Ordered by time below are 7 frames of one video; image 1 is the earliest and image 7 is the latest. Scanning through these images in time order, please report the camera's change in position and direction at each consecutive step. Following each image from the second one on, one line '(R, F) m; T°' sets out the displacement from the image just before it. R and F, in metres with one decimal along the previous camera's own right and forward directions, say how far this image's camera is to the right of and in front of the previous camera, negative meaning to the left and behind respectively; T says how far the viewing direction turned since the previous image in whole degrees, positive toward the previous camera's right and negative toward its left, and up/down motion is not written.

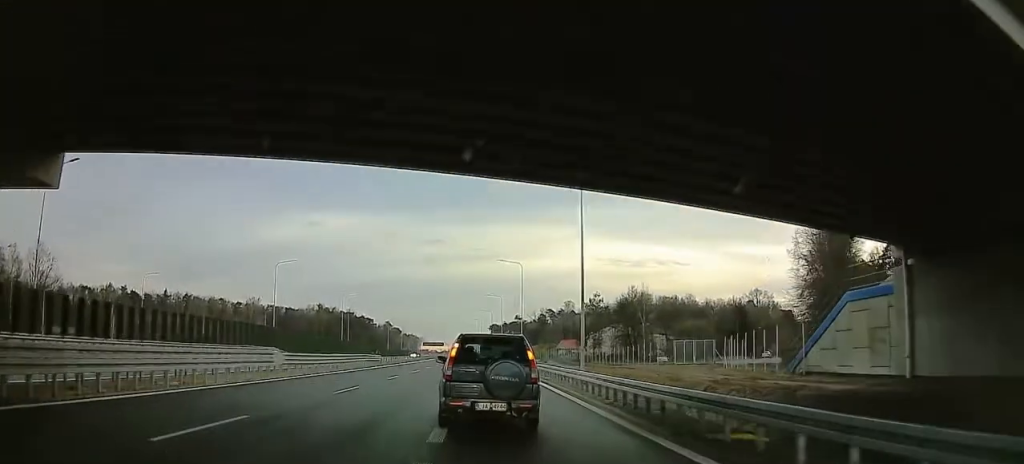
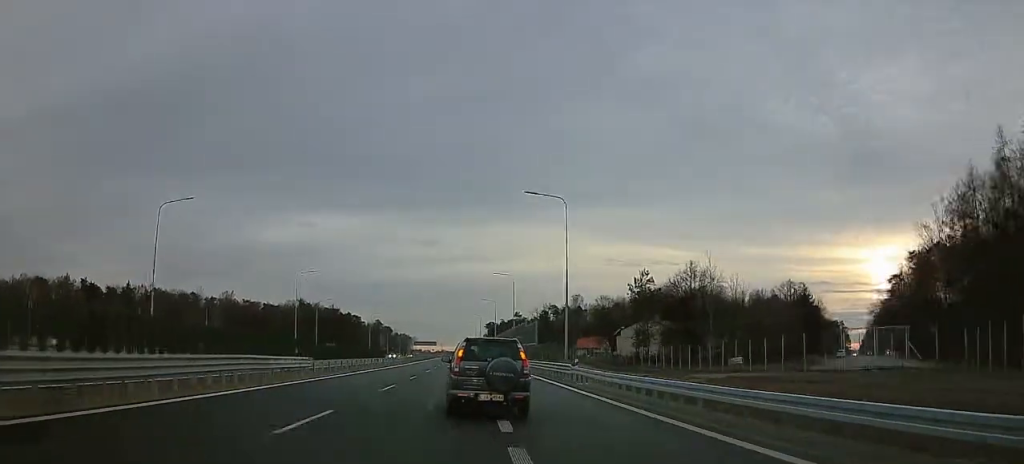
(-0.6, +34.8) m; -1°
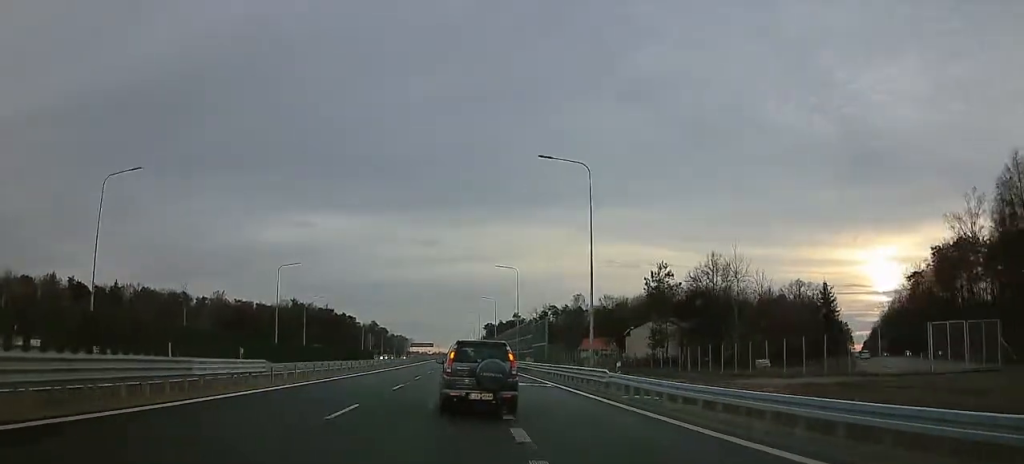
(0.0, +9.1) m; 0°
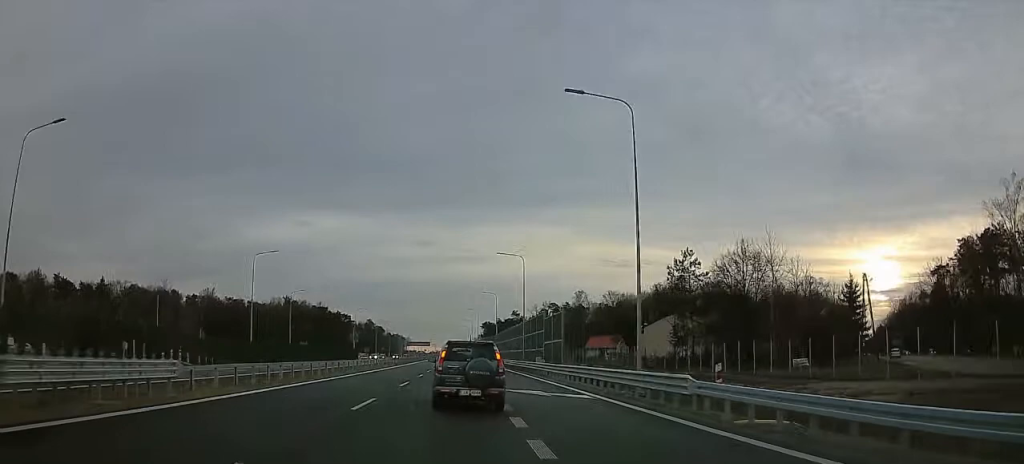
(0.0, +9.8) m; 0°
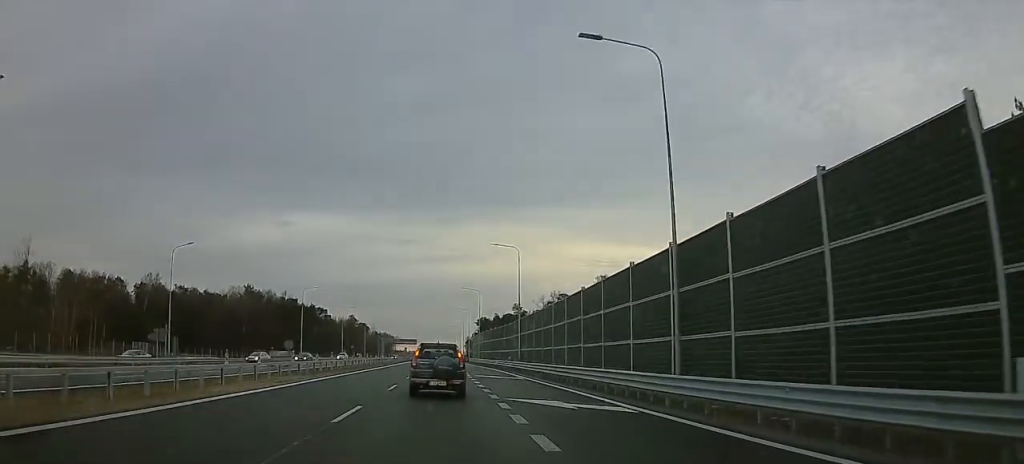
(+1.7, +50.5) m; +3°
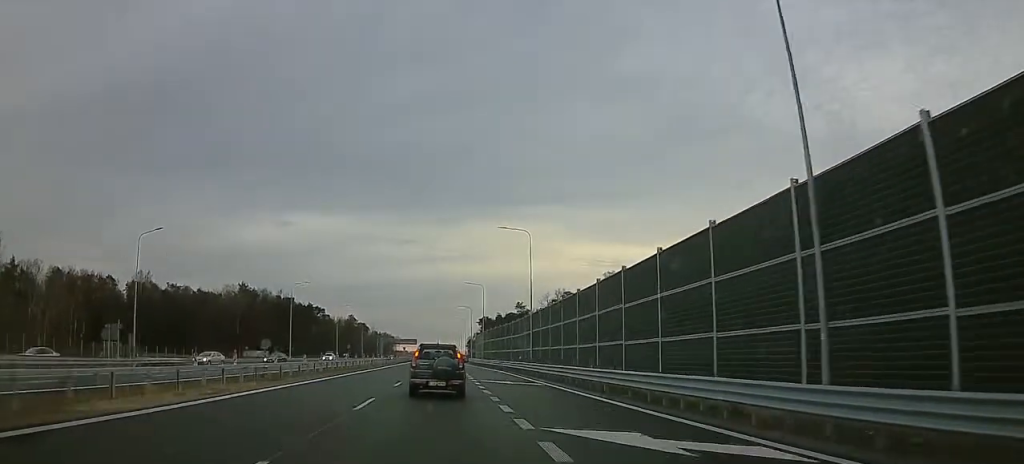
(-0.4, +8.6) m; 0°
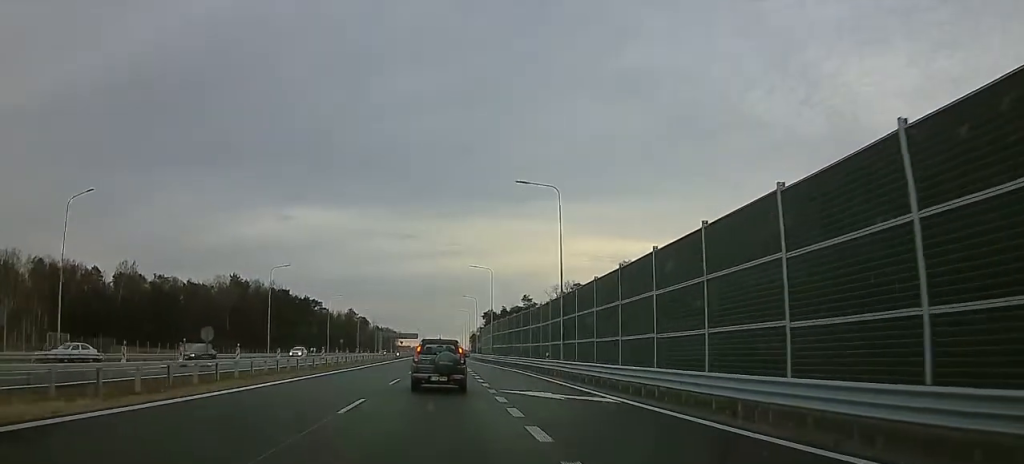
(-0.3, +14.0) m; 0°
